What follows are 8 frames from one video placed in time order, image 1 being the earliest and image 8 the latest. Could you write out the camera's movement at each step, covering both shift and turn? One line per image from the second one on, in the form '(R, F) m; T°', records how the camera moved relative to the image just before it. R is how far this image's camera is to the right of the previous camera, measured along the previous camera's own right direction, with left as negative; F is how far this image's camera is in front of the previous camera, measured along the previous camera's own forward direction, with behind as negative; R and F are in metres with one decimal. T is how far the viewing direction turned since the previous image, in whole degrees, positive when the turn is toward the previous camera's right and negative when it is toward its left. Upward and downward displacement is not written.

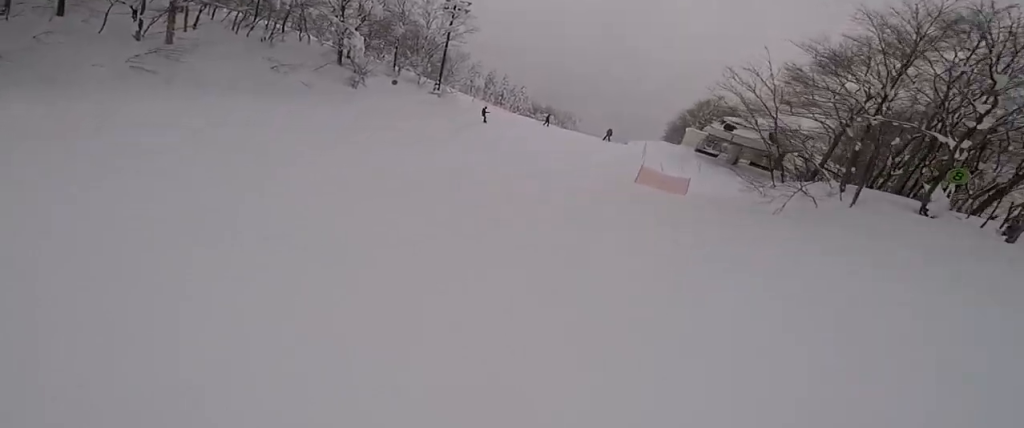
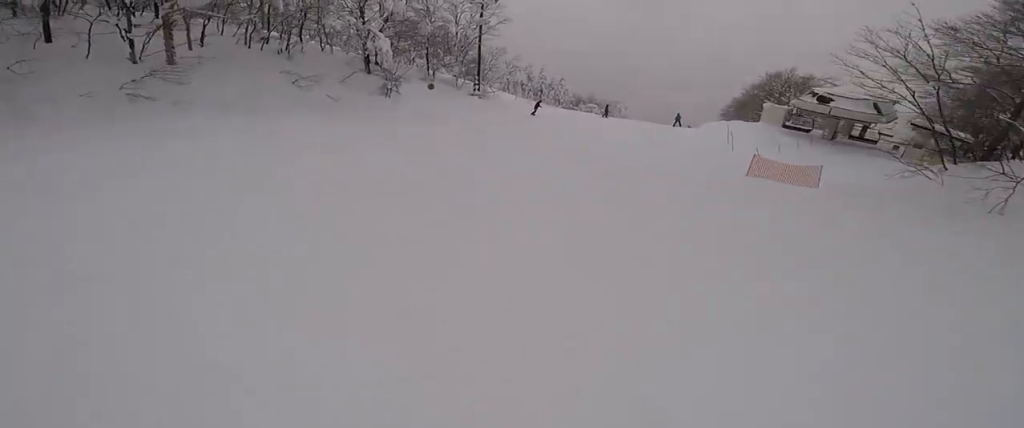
(-0.9, +4.6) m; +2°
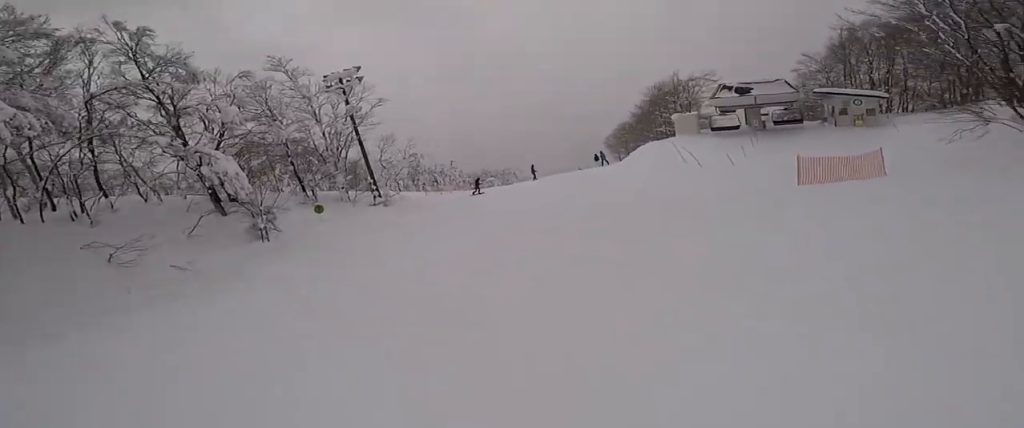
(+0.9, +6.9) m; +15°
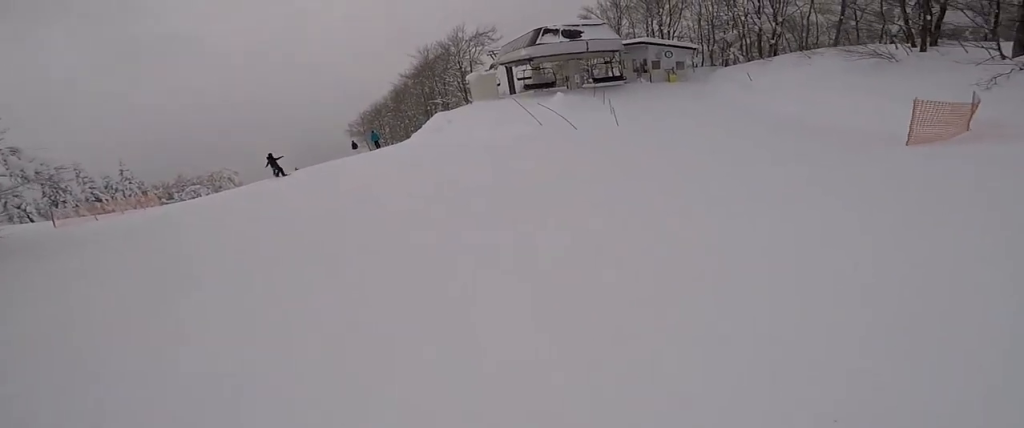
(+2.7, +11.5) m; +23°
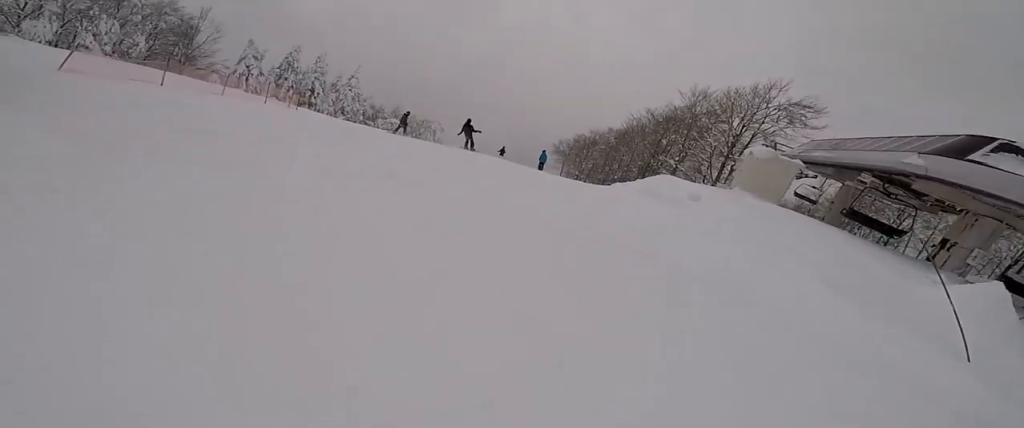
(-1.1, +9.5) m; -28°
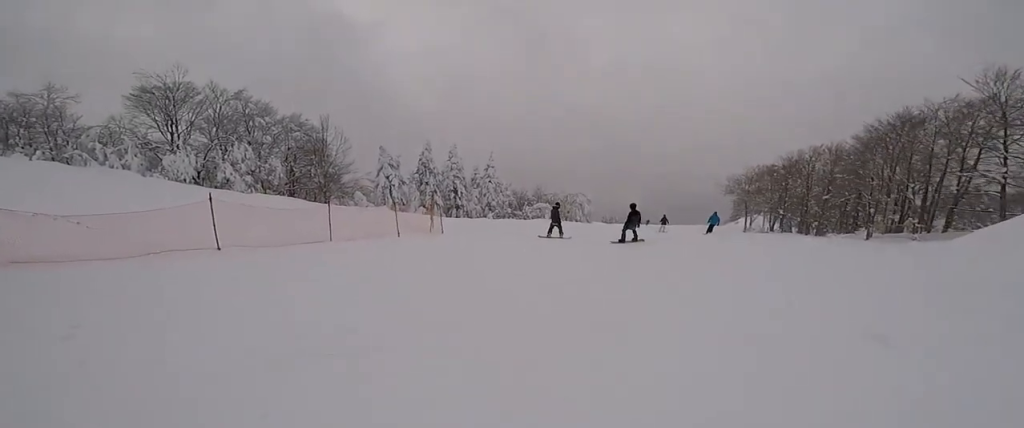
(-1.8, +8.7) m; -12°
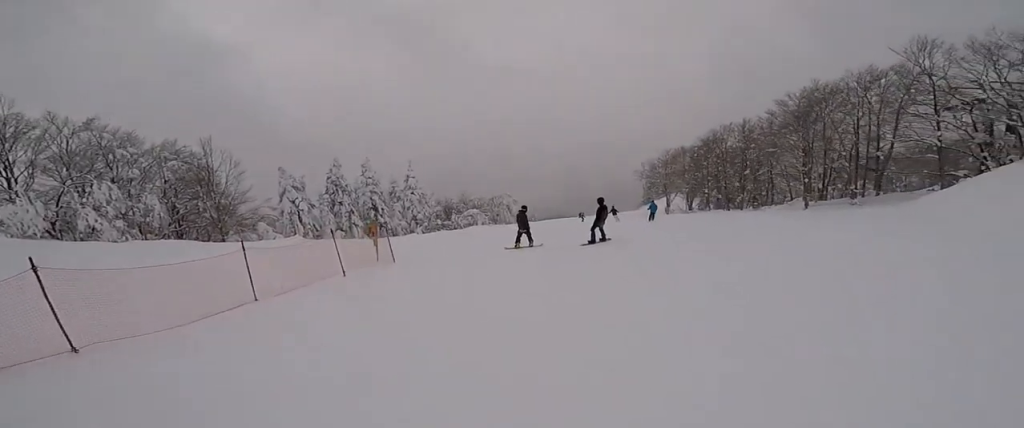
(0.0, +3.2) m; +1°
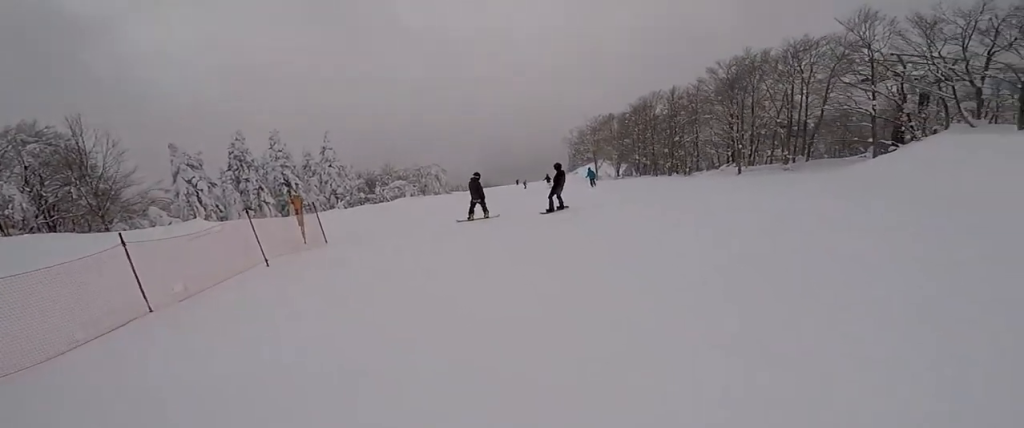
(0.0, +1.8) m; +3°
